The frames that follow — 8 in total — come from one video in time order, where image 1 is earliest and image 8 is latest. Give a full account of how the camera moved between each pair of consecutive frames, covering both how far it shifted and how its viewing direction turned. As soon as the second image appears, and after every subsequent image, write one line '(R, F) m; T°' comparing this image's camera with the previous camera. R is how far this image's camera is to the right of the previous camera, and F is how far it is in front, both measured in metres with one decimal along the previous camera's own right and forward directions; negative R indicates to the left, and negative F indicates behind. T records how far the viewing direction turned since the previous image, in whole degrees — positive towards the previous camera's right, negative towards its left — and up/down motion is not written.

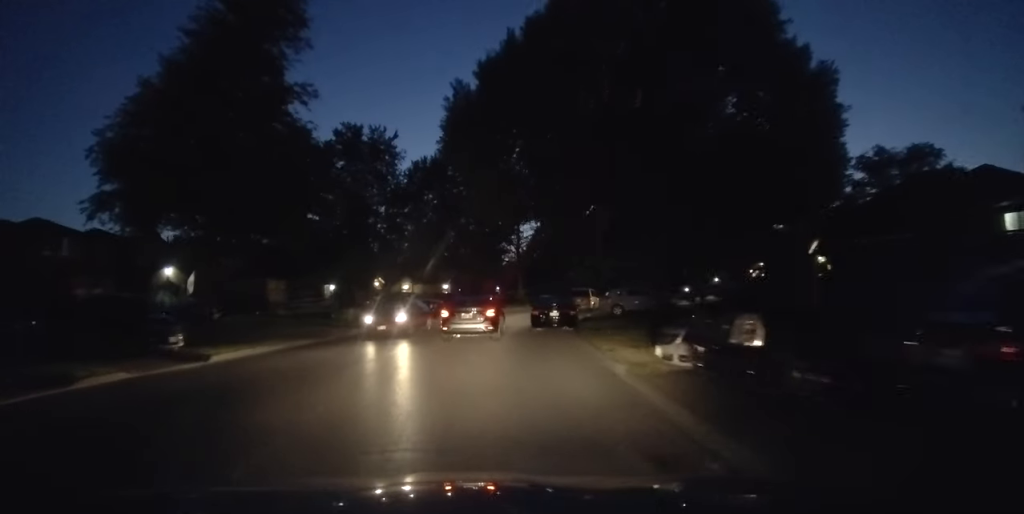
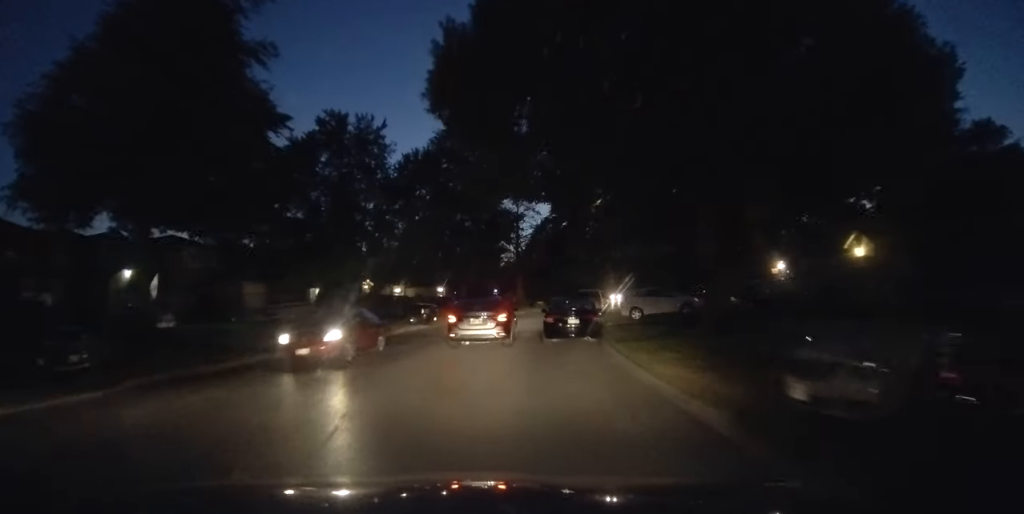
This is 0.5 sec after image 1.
(0.0, +4.2) m; 0°
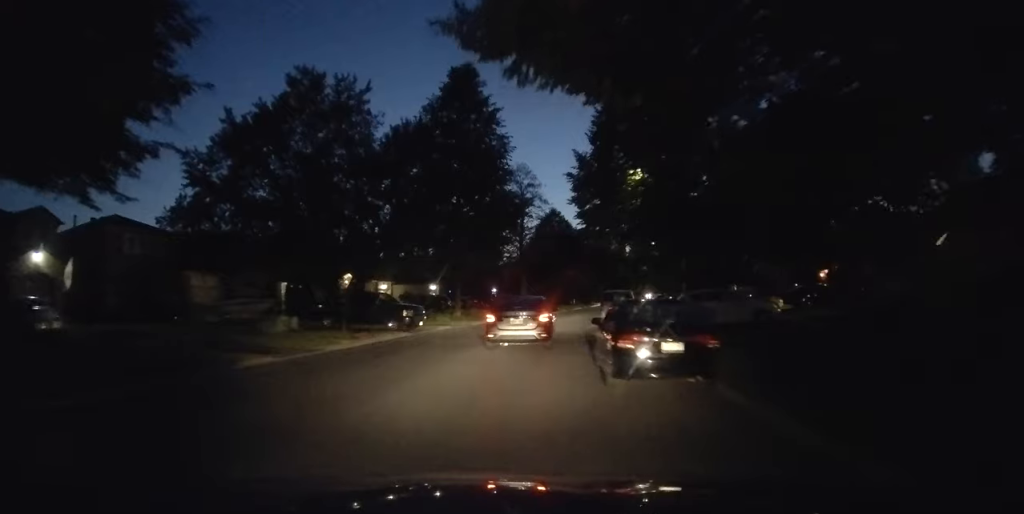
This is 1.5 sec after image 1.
(0.0, +7.9) m; 0°
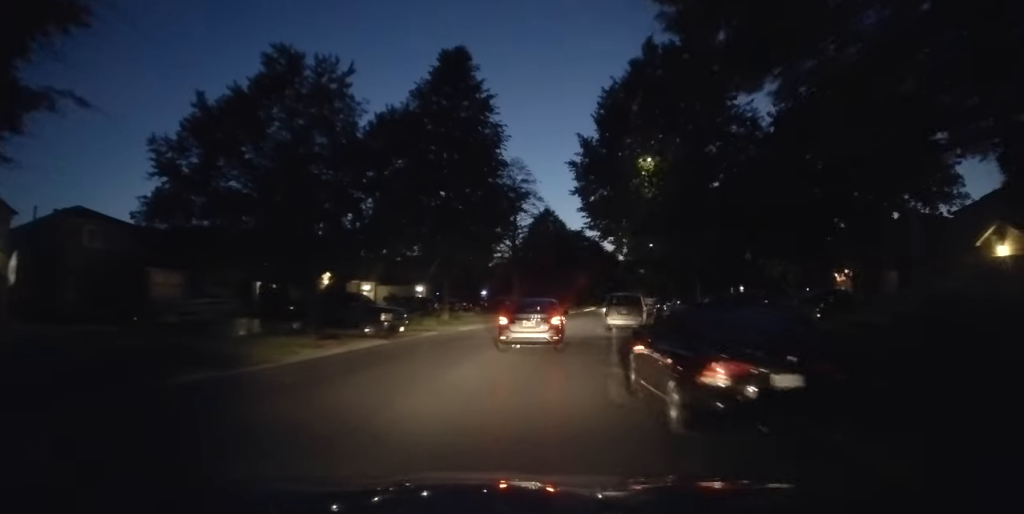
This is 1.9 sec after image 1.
(0.0, +3.3) m; 0°
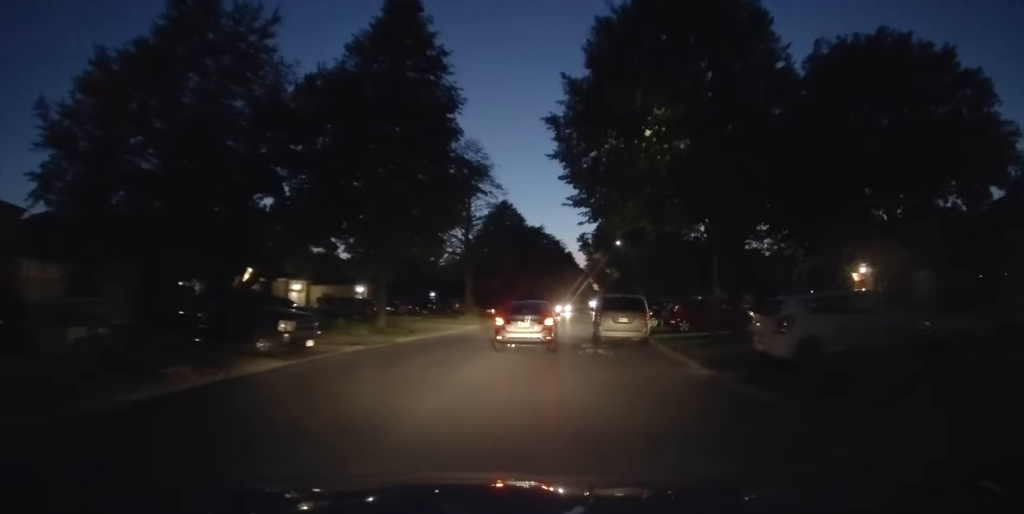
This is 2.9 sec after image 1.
(0.0, +7.1) m; 0°
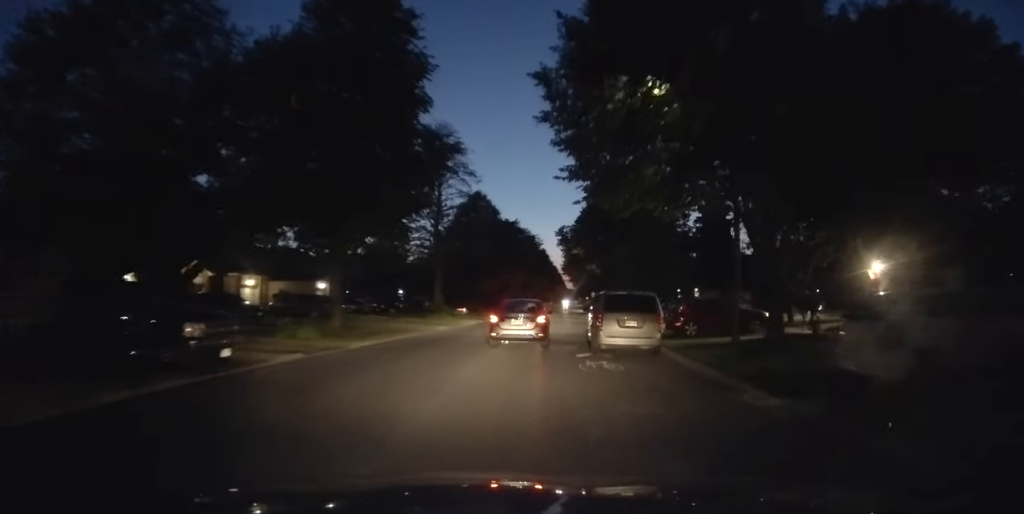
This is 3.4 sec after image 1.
(0.0, +3.9) m; 0°
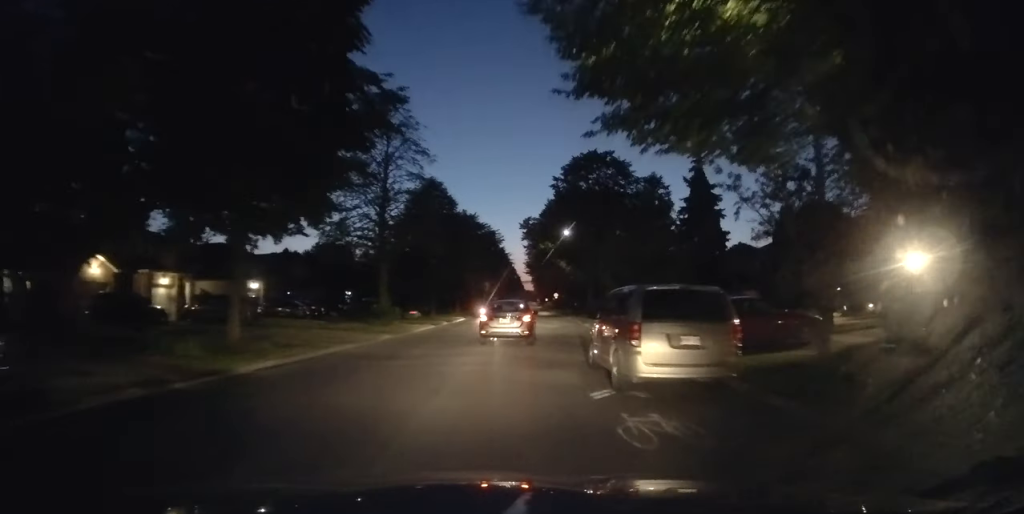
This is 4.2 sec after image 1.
(0.0, +6.2) m; 0°
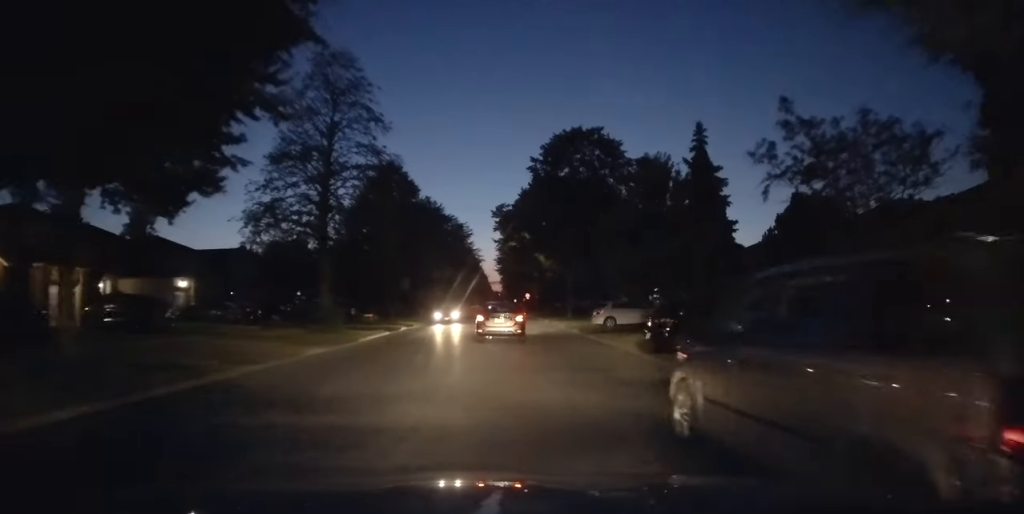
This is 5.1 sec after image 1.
(0.0, +6.5) m; 0°
